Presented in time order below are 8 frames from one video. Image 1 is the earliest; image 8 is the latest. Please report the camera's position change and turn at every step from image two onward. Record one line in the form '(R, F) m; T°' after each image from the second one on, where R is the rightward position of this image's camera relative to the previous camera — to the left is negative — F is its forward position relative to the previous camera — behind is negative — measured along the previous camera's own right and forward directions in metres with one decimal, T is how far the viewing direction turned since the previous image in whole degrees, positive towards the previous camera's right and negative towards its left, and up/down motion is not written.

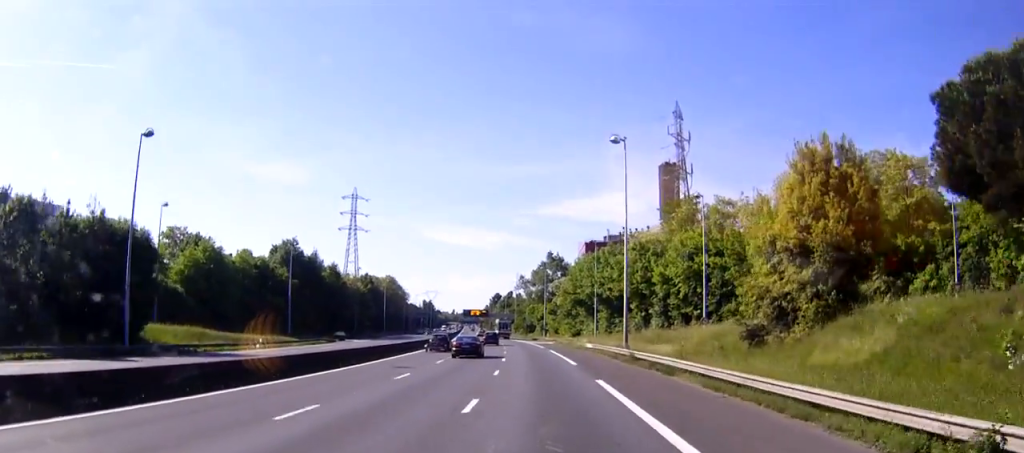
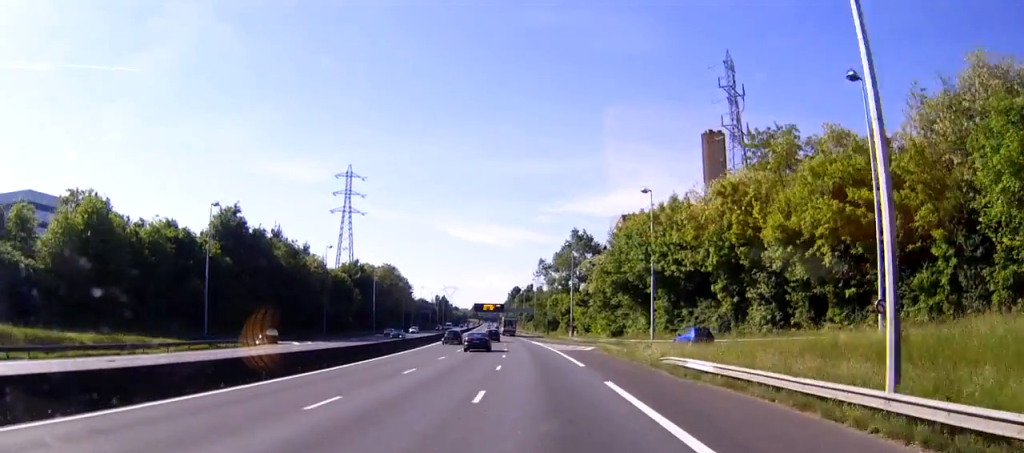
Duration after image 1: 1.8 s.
(-0.4, +37.4) m; -2°
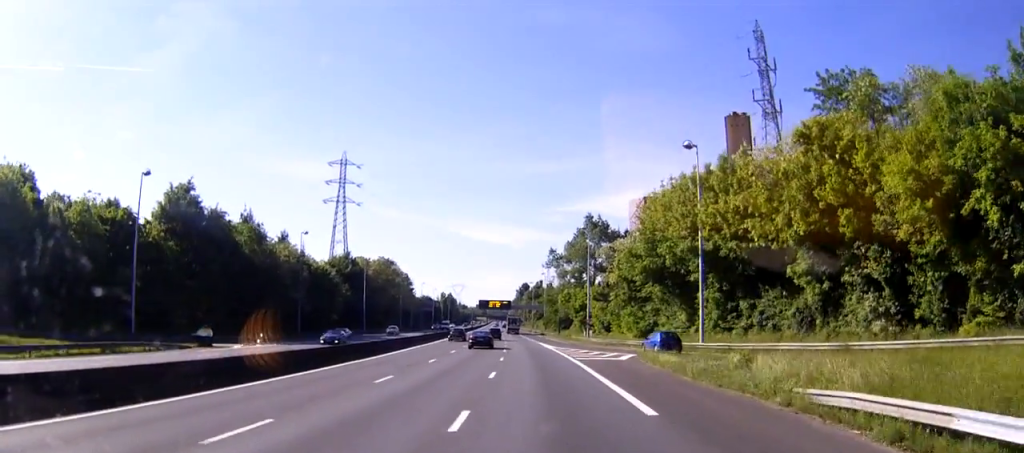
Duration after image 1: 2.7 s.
(-0.2, +18.0) m; -1°
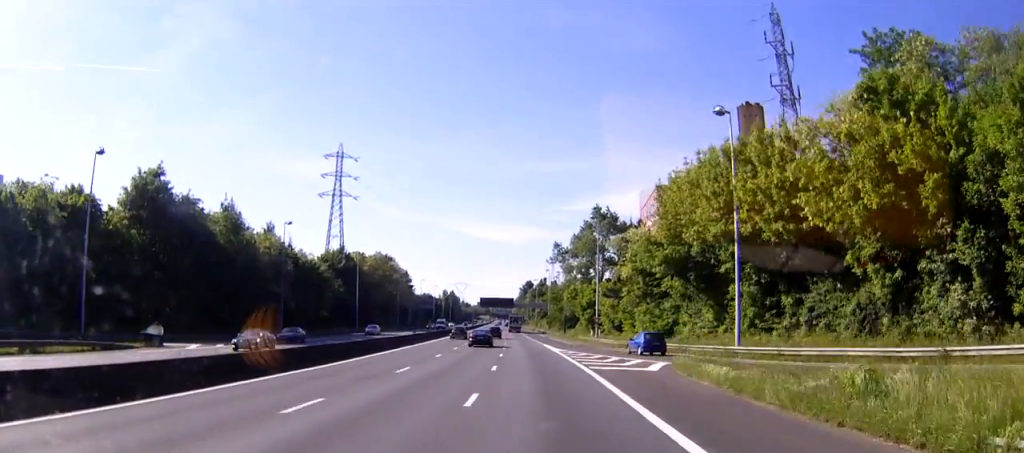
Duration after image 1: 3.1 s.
(-0.1, +9.1) m; 0°
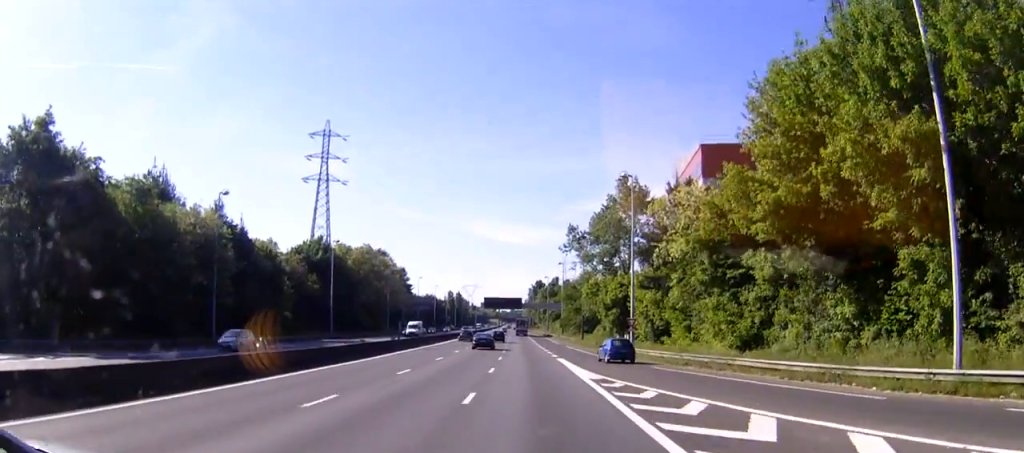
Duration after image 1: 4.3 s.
(-0.1, +24.4) m; -1°
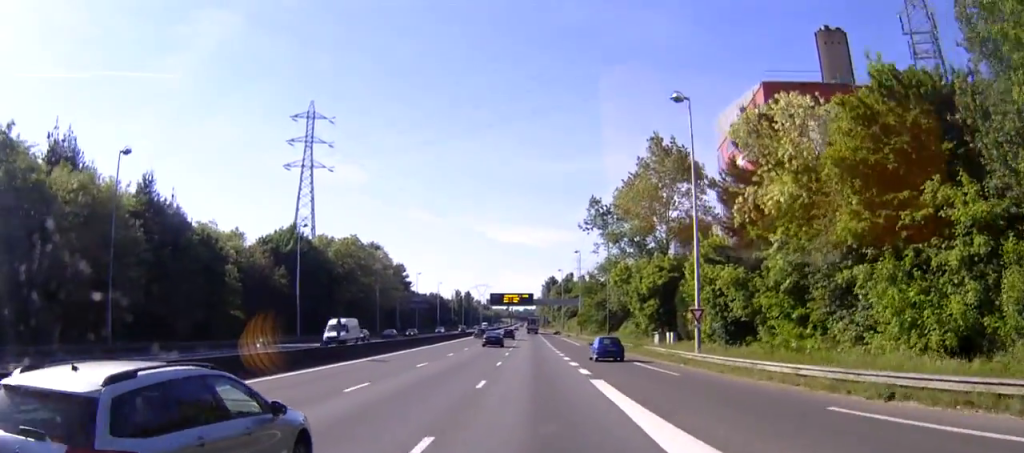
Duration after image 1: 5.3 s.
(-0.3, +22.4) m; -1°
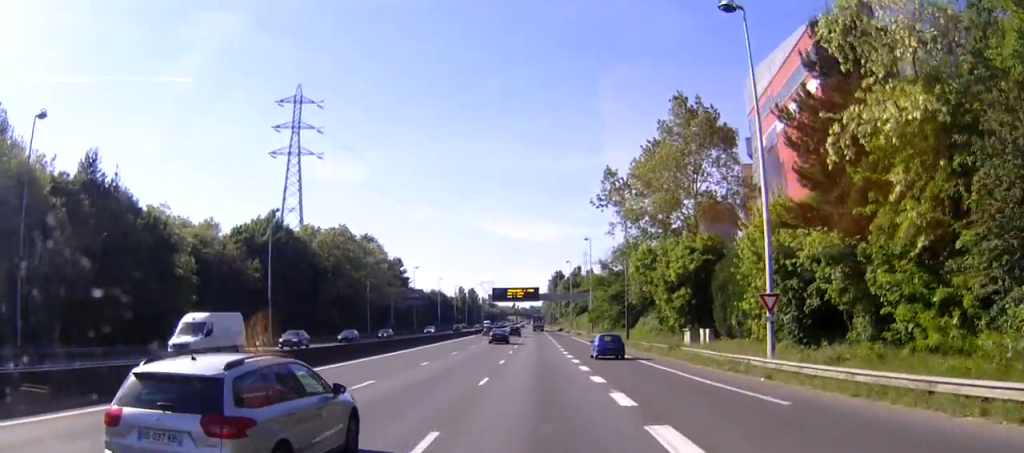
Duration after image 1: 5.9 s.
(0.0, +12.5) m; 0°
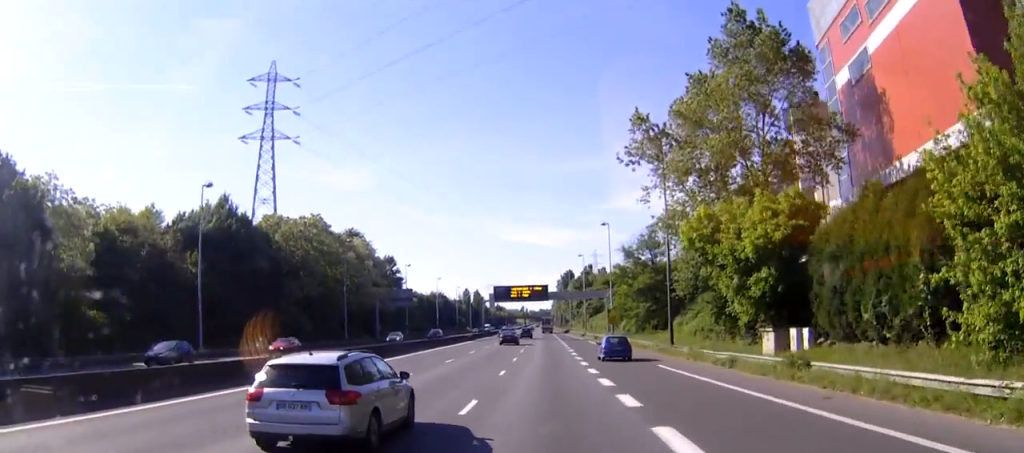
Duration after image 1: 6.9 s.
(-0.1, +20.0) m; 0°
